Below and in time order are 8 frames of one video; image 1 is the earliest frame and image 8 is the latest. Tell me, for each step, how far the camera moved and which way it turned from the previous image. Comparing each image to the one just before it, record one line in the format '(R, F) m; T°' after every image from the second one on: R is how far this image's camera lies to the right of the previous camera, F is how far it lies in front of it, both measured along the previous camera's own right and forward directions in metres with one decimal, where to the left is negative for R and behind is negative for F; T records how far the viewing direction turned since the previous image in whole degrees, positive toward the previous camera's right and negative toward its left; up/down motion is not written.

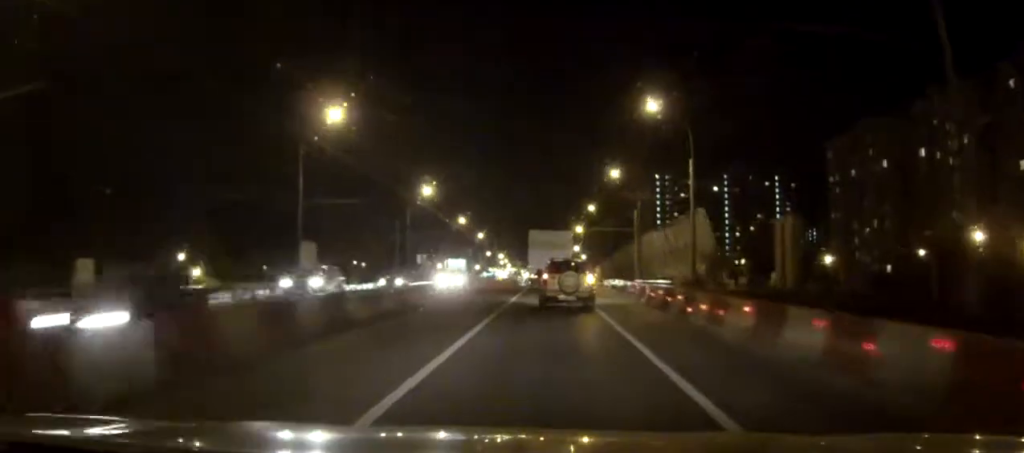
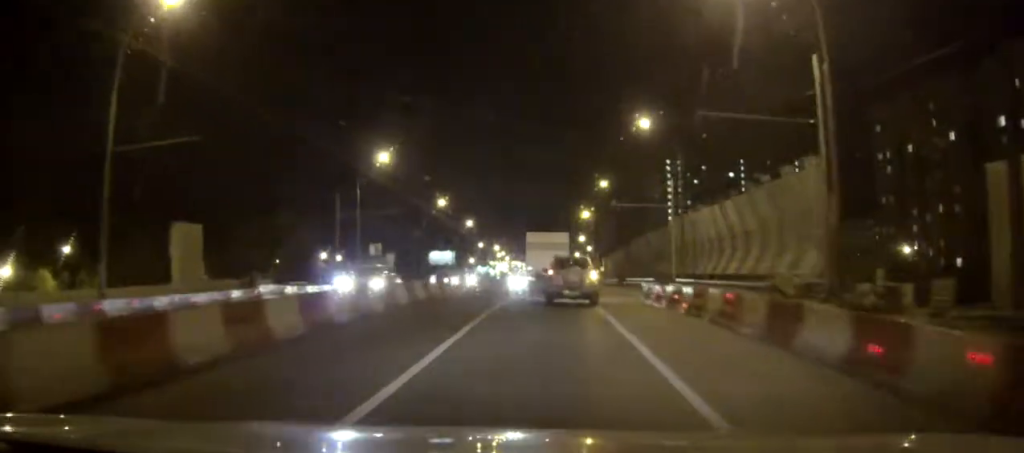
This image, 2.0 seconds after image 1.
(0.0, +26.8) m; 0°
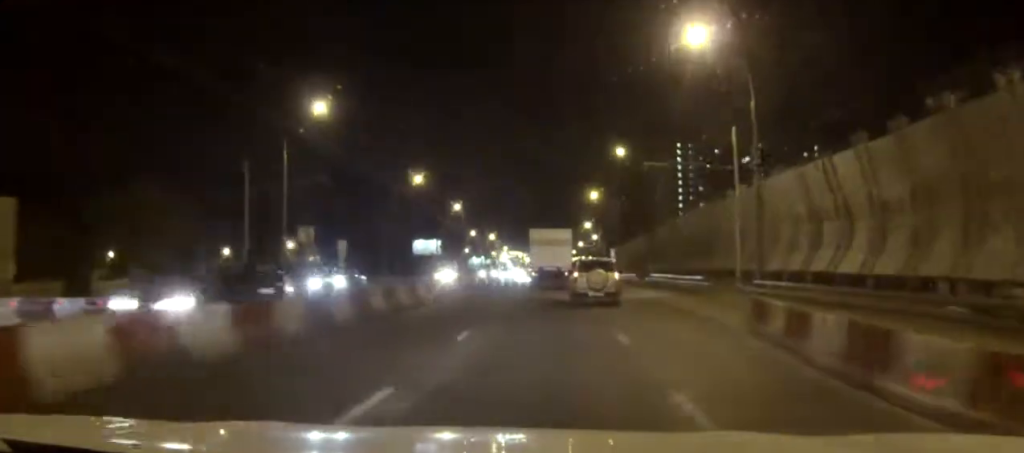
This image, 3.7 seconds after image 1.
(-0.1, +20.8) m; 0°
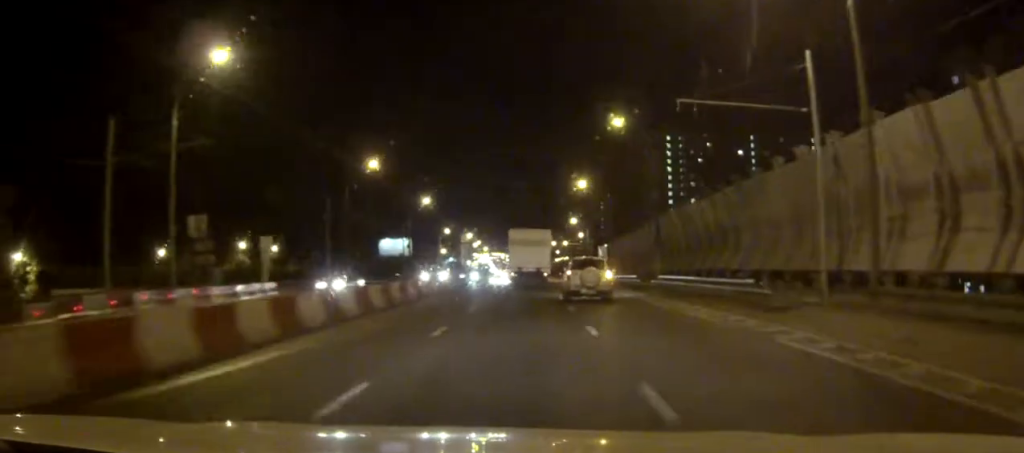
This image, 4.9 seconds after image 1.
(0.0, +13.8) m; +1°
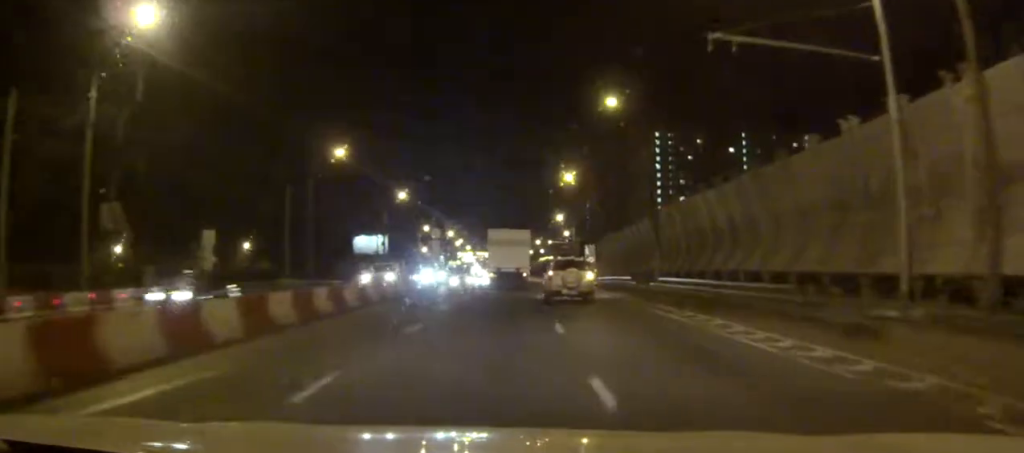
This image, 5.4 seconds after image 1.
(0.0, +6.2) m; 0°
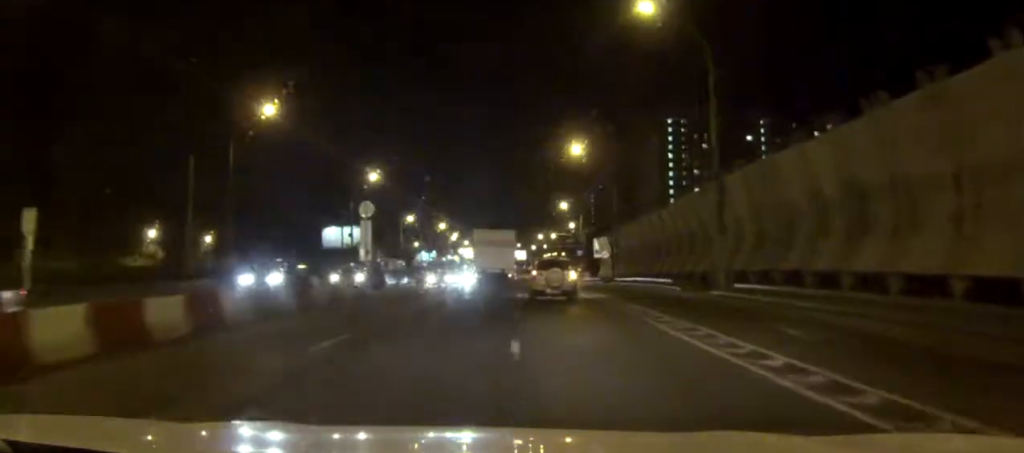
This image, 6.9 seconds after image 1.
(+0.2, +15.6) m; +1°
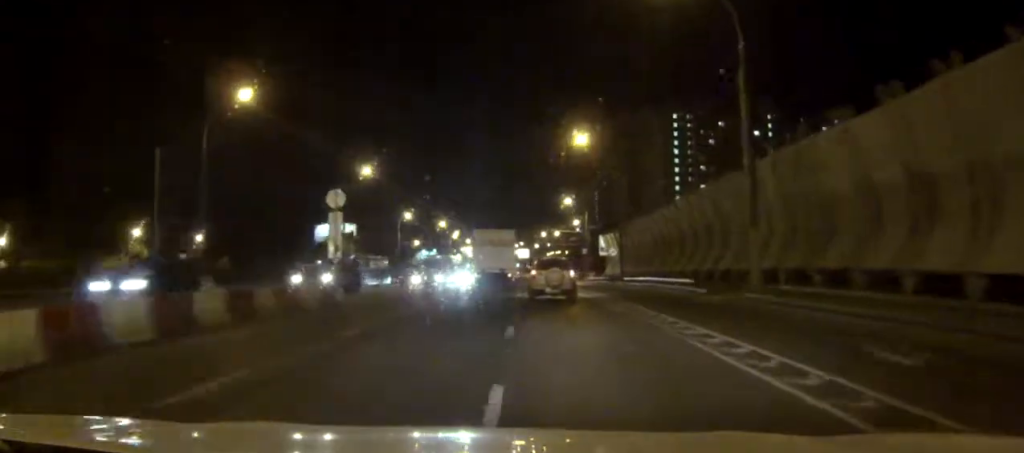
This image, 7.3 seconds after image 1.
(0.0, +4.7) m; 0°
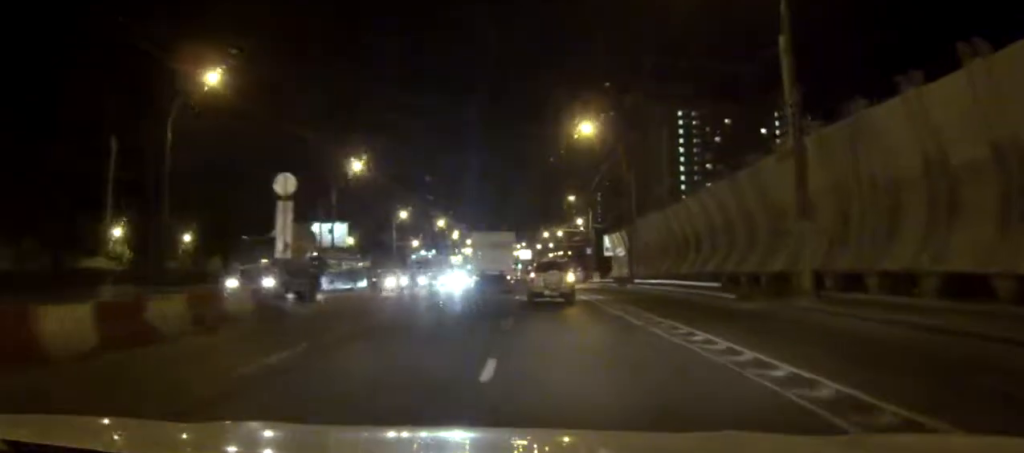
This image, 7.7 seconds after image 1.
(0.0, +4.8) m; 0°
